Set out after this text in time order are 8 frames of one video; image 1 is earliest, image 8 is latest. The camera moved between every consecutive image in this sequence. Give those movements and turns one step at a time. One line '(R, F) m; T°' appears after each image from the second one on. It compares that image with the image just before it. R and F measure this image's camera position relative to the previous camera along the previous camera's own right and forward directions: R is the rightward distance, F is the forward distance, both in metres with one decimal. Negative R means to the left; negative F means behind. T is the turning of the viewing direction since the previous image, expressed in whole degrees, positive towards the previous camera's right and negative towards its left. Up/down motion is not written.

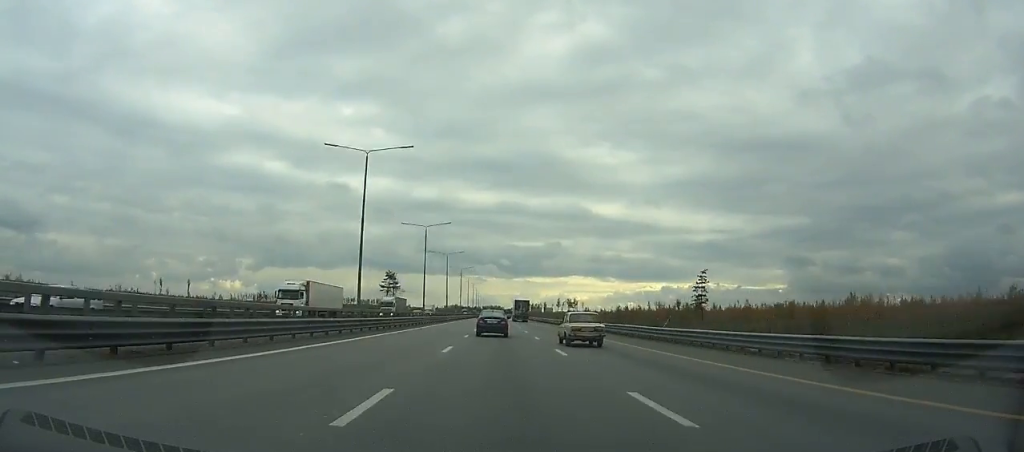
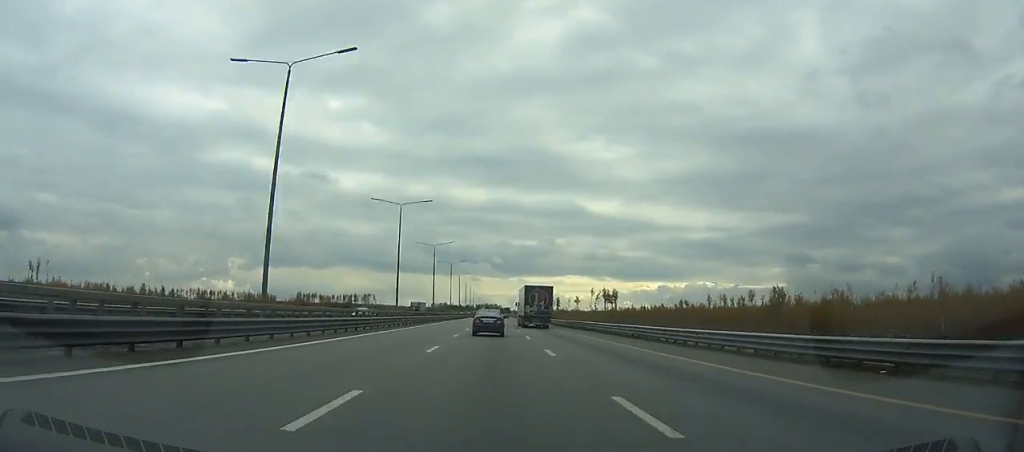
(+0.7, +192.8) m; 0°
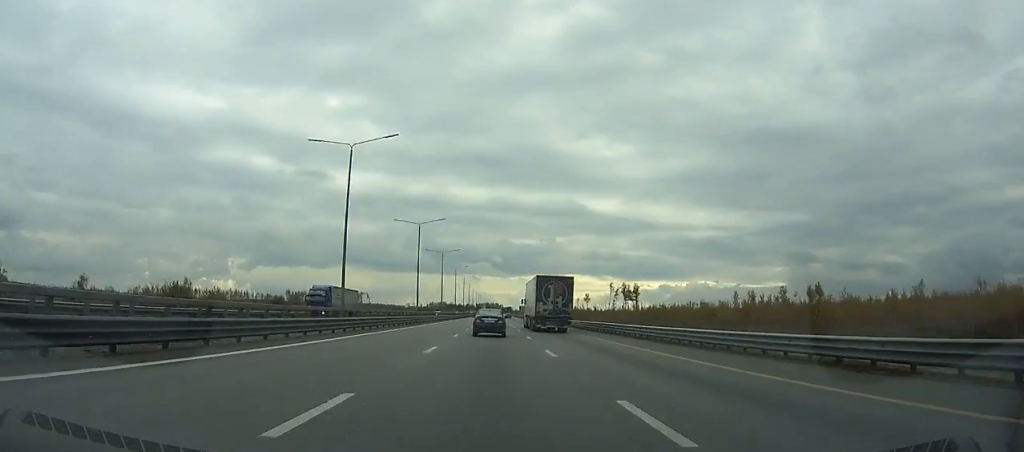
(-0.2, +47.5) m; 0°
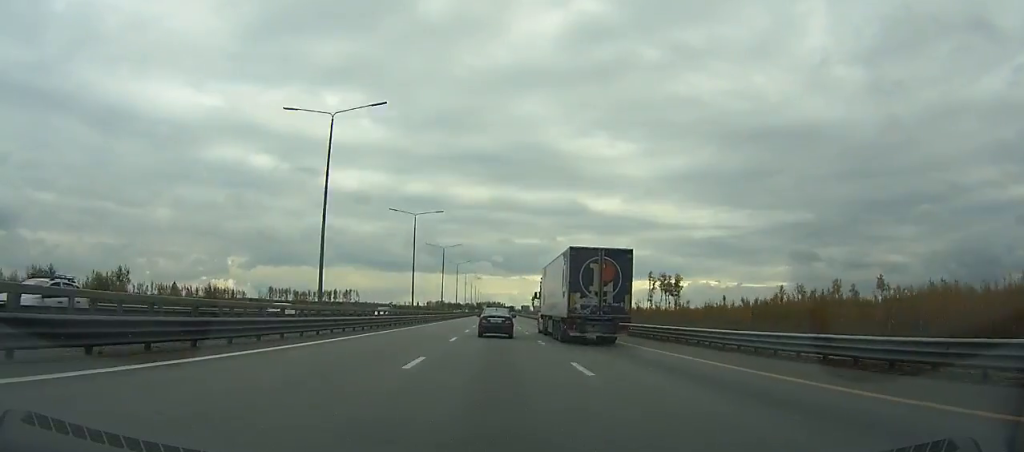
(-0.2, +65.1) m; 0°
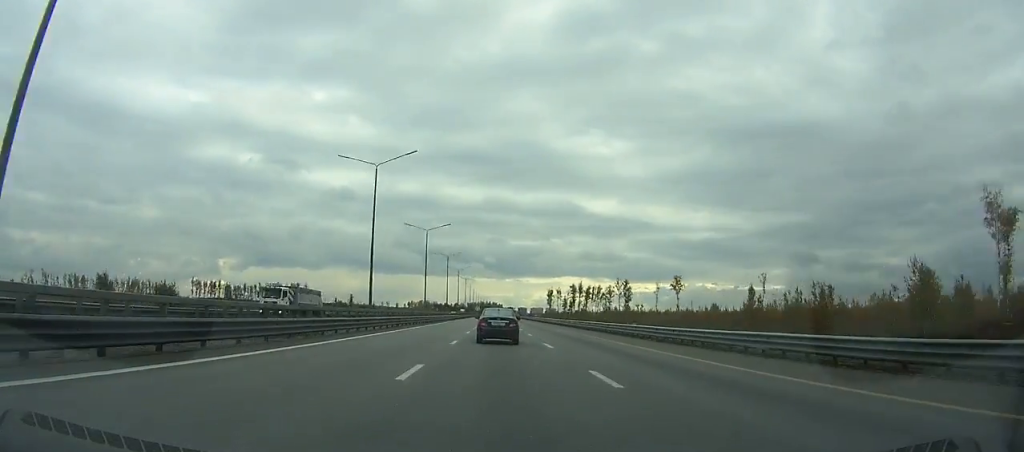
(+0.5, +171.6) m; +1°
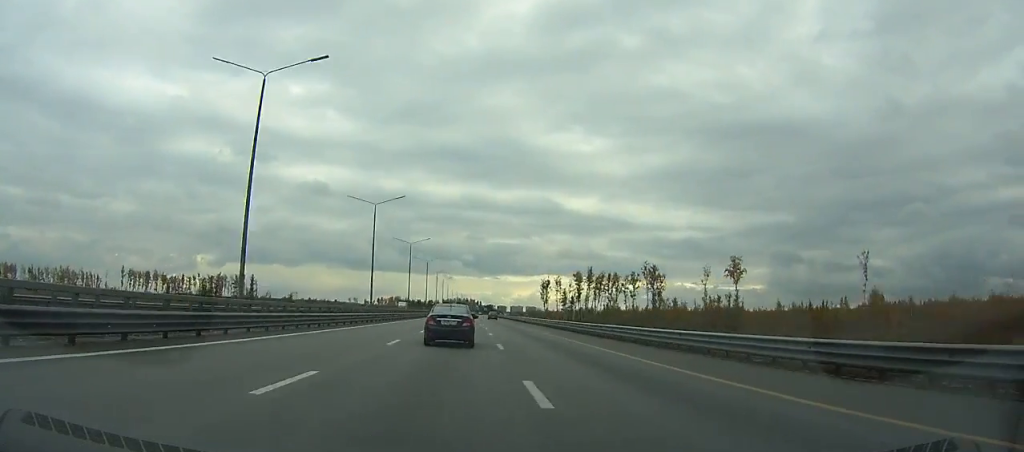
(+0.3, +73.9) m; +1°
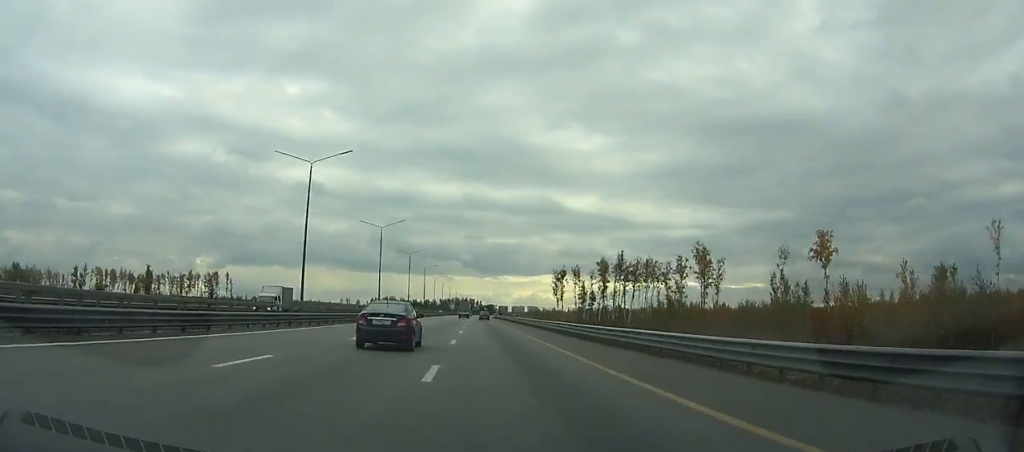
(+0.3, +44.7) m; 0°
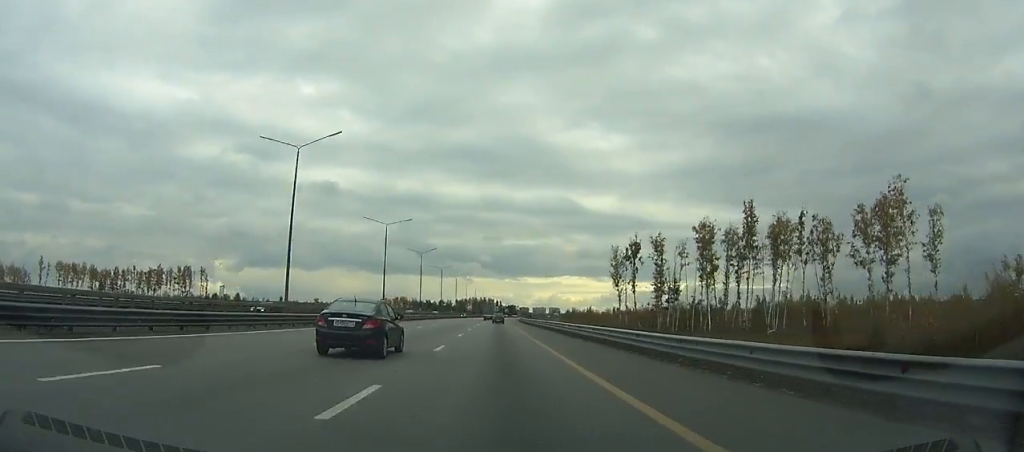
(+0.1, +63.8) m; 0°
